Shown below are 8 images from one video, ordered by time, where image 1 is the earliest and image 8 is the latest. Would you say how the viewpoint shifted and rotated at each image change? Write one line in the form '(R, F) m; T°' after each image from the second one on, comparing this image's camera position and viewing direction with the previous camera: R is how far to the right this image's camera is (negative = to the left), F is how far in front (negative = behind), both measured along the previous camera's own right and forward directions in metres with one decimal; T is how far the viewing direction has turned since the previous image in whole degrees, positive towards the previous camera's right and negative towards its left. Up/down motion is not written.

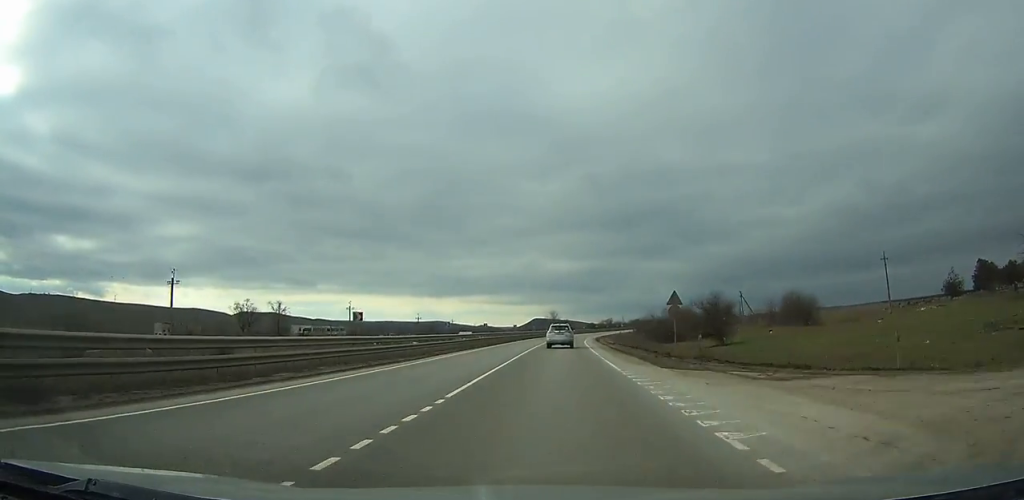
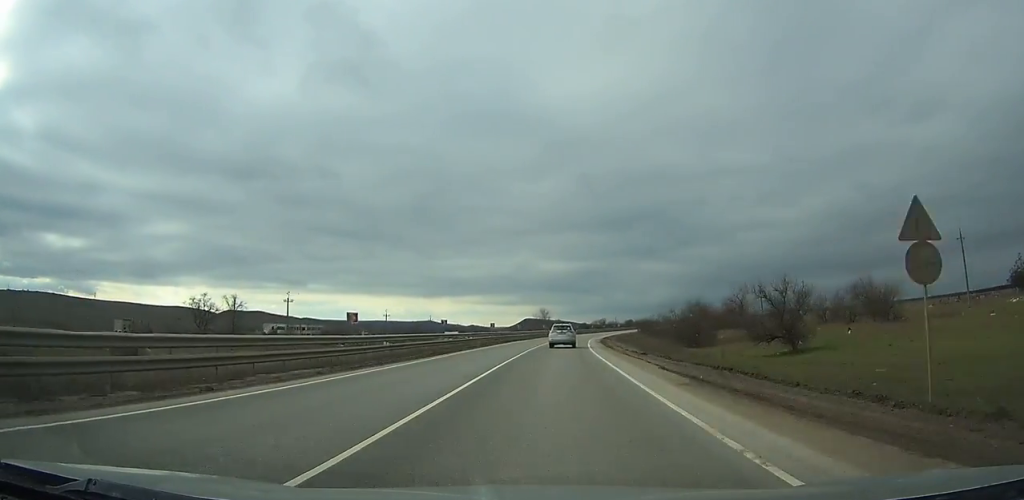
(+0.3, +22.3) m; +1°
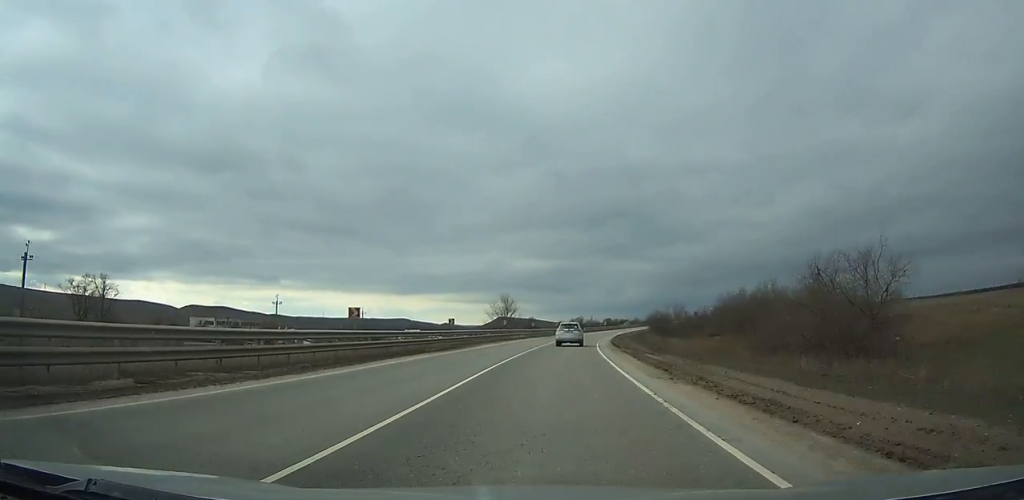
(+1.1, +43.5) m; +3°
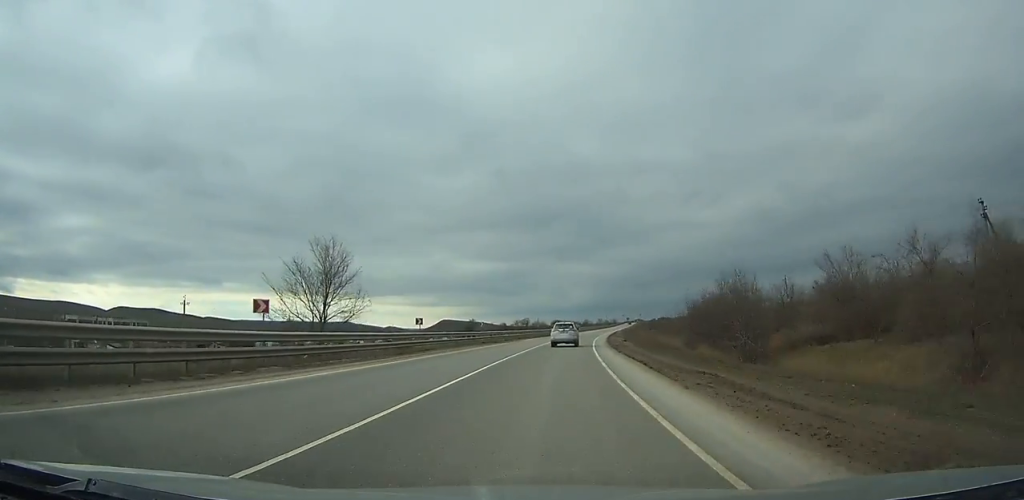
(+2.0, +52.6) m; +4°
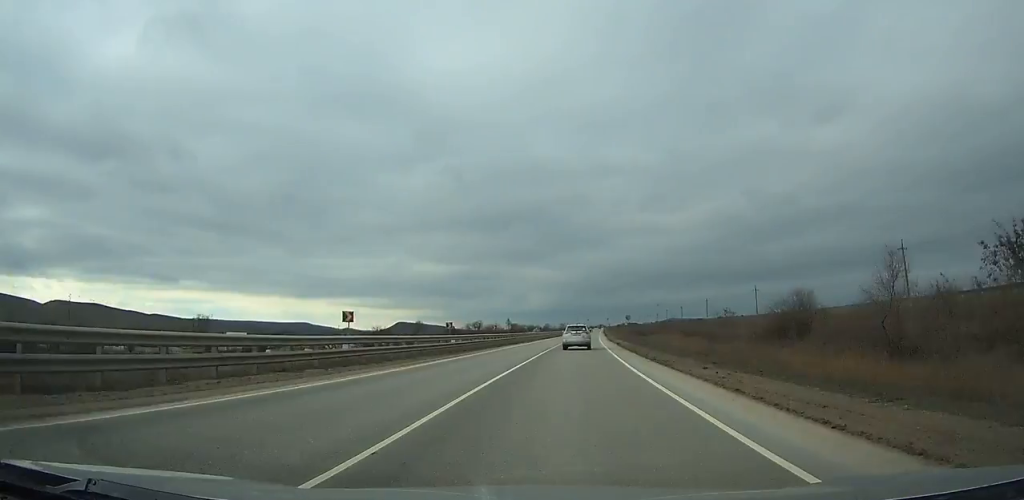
(+2.0, +59.0) m; +4°
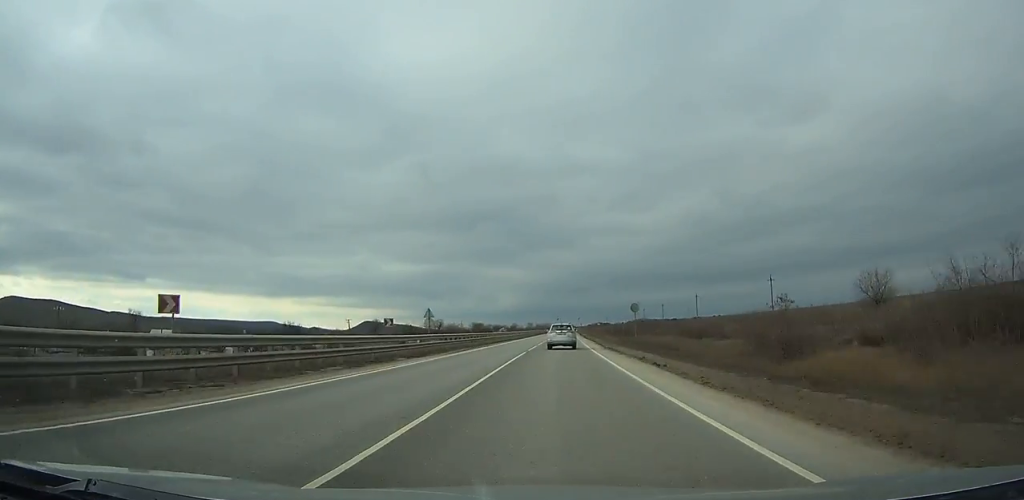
(+0.9, +31.9) m; +2°
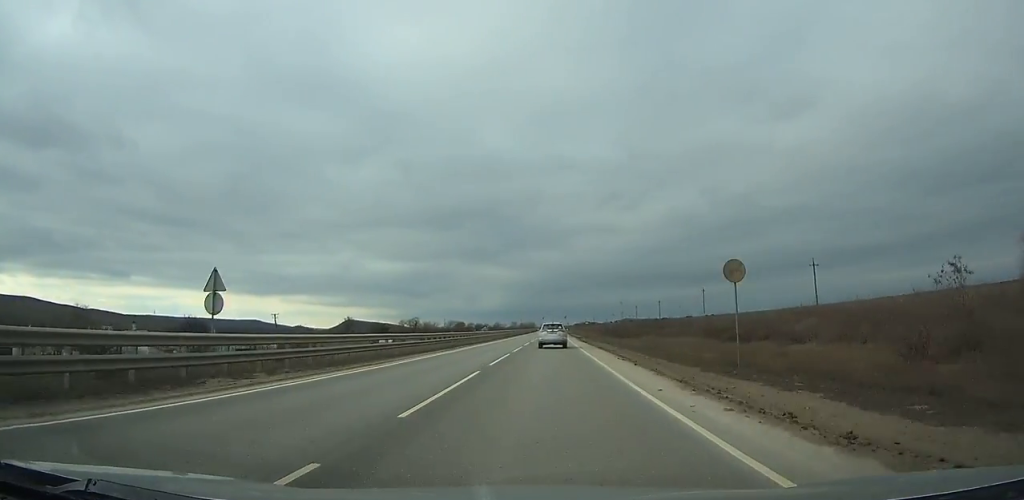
(+0.4, +27.7) m; +1°
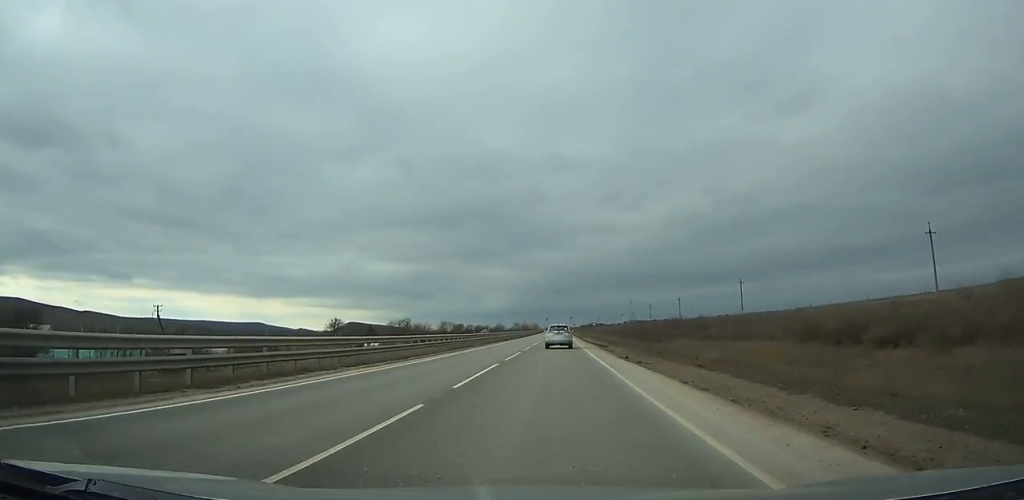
(+0.2, +32.2) m; 0°
